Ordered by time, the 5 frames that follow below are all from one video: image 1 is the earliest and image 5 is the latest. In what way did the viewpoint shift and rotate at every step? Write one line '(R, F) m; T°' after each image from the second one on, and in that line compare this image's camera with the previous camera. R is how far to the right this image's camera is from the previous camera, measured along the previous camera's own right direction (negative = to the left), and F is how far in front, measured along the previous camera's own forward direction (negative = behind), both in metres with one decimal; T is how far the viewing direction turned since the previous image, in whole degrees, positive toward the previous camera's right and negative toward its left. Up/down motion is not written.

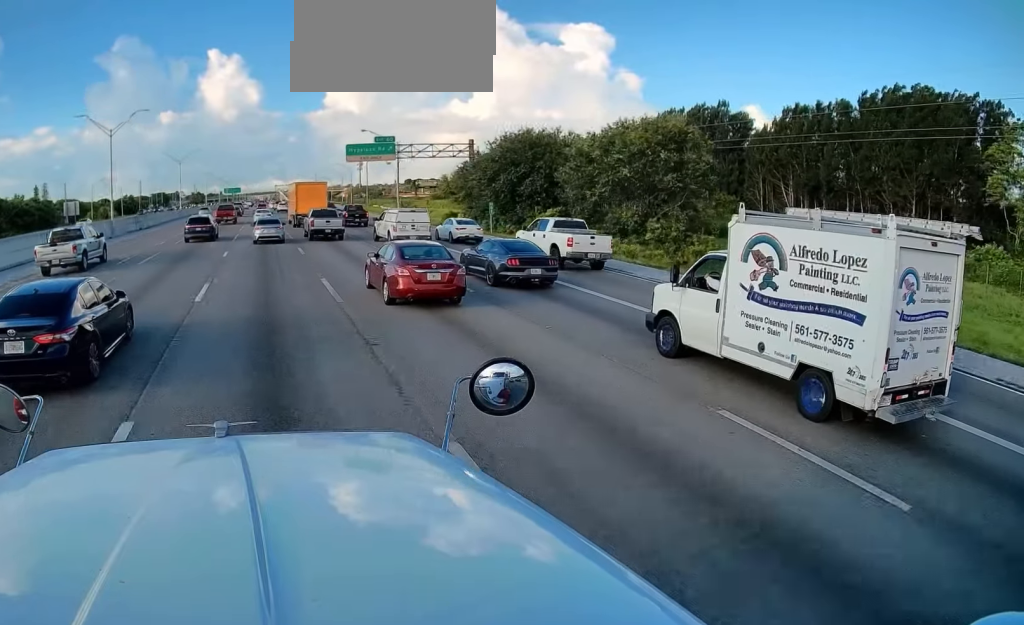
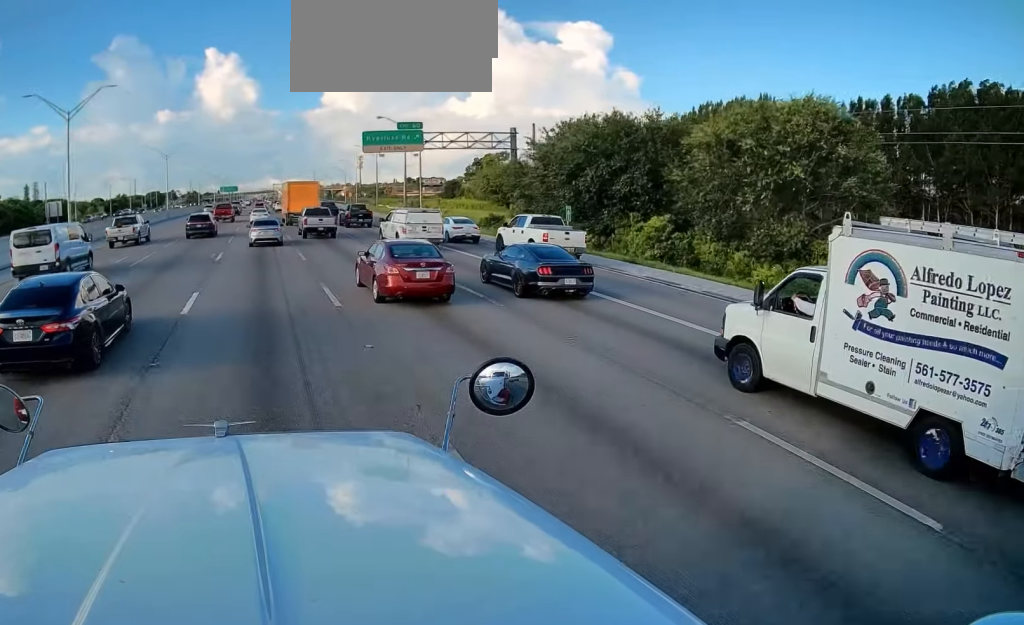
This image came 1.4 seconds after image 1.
(-0.2, +14.9) m; 0°
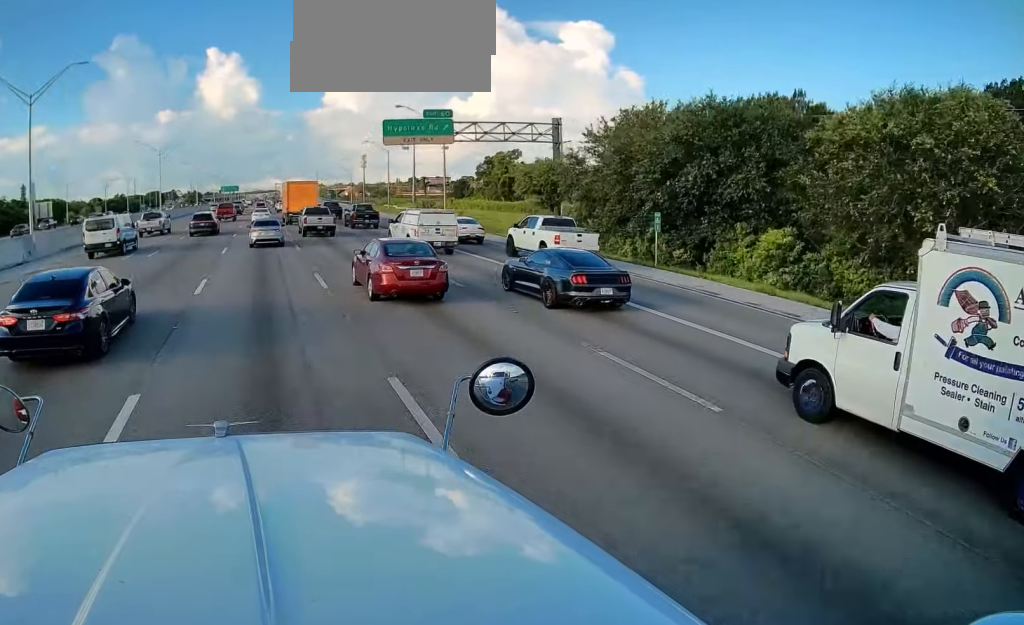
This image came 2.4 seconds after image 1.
(+0.3, +9.6) m; 0°
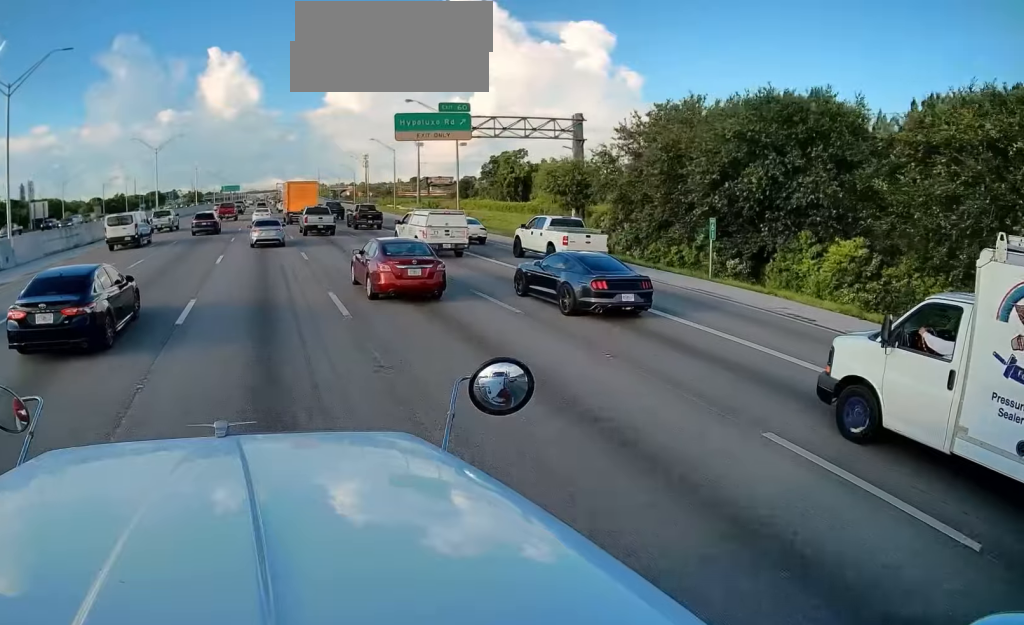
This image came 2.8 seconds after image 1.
(-0.1, +4.4) m; 0°
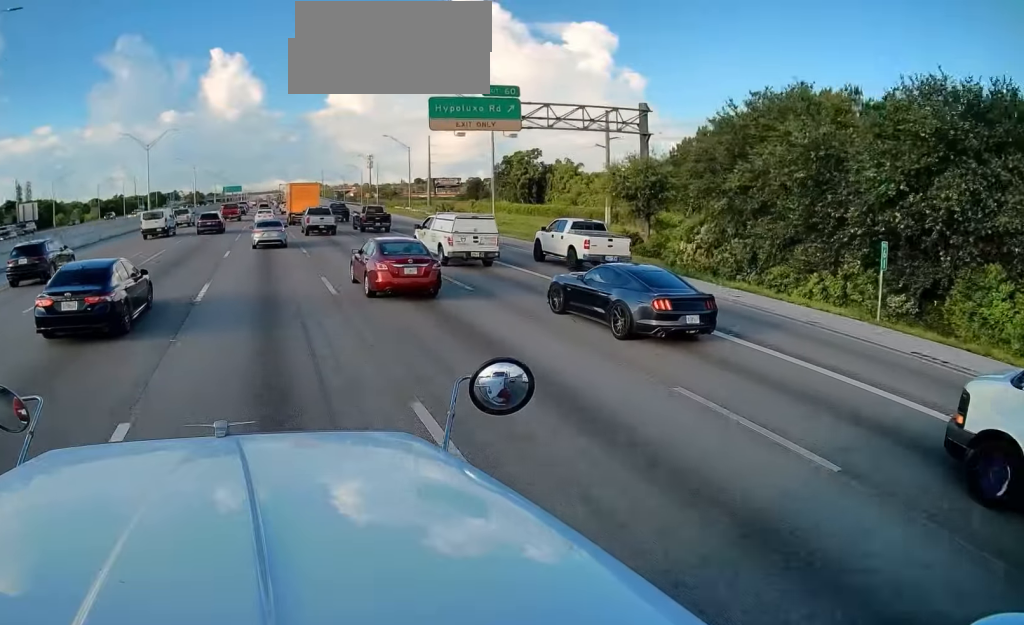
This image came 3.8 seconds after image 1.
(0.0, +10.0) m; 0°
